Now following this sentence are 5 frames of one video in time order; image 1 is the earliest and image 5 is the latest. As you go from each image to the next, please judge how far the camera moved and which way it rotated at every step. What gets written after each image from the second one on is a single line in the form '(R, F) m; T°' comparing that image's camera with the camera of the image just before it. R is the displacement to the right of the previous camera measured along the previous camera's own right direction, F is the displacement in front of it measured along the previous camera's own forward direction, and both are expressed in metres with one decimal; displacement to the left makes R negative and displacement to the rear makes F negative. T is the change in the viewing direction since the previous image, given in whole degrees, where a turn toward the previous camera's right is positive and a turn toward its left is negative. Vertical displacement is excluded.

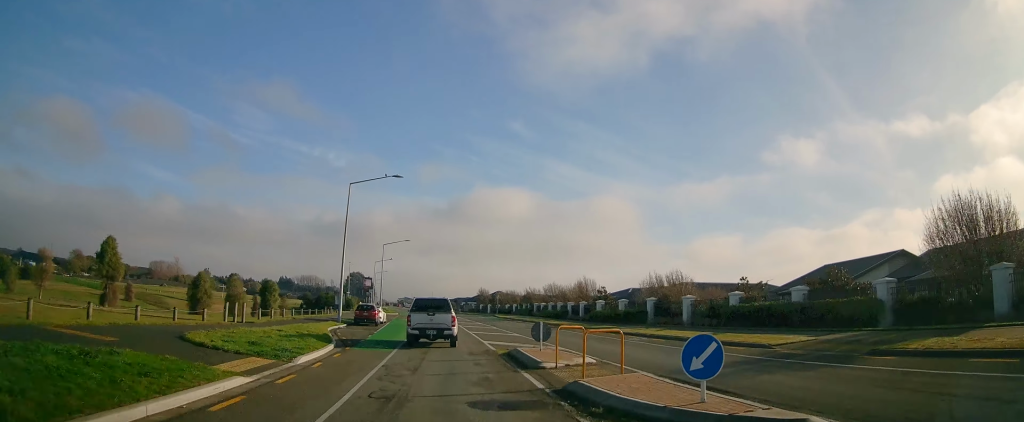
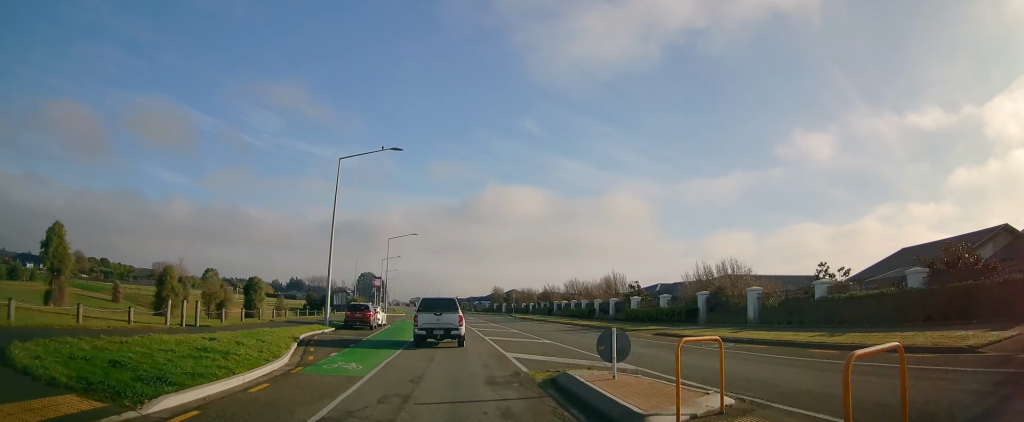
(+0.4, +6.9) m; -1°
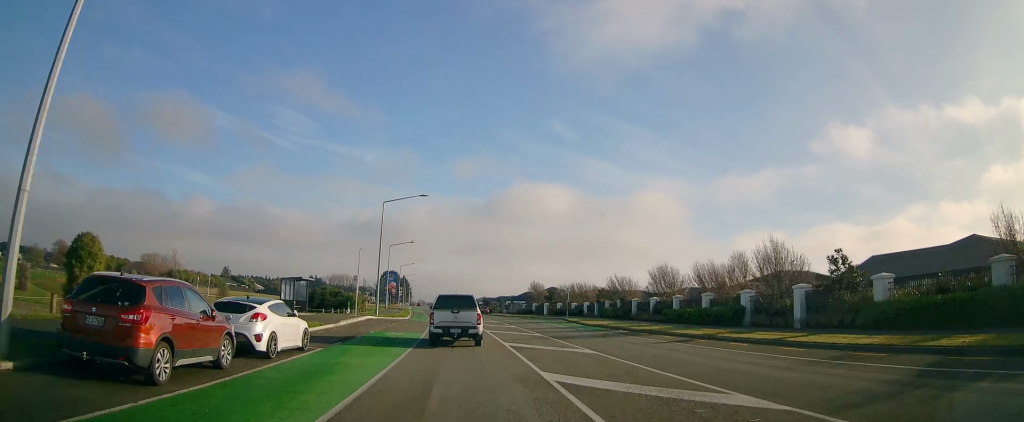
(-2.2, +25.2) m; -5°
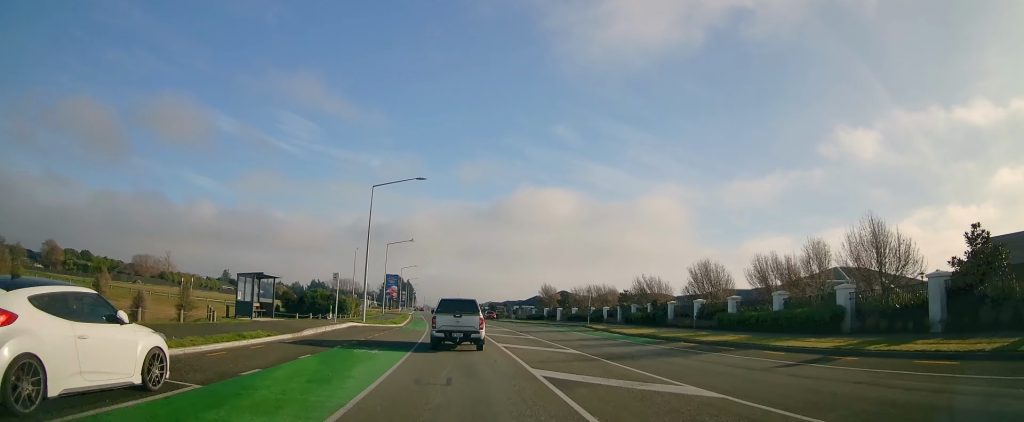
(+0.1, +8.1) m; 0°
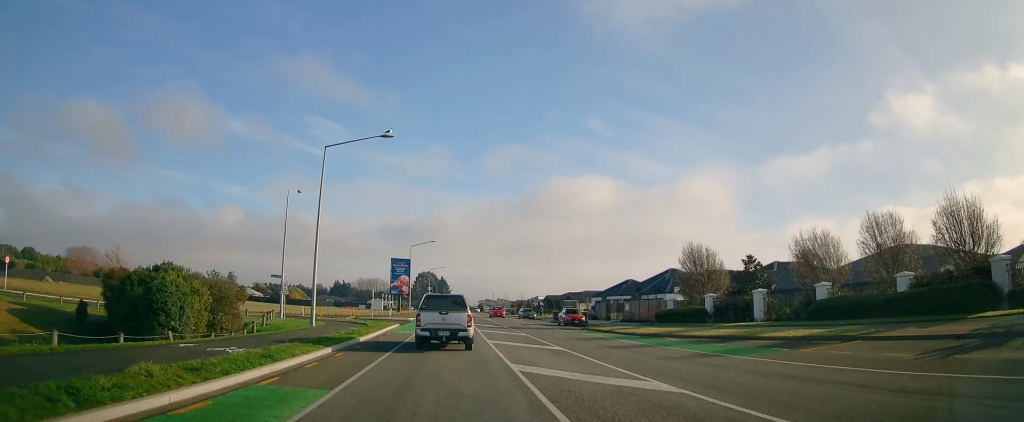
(-2.4, +49.7) m; -3°
